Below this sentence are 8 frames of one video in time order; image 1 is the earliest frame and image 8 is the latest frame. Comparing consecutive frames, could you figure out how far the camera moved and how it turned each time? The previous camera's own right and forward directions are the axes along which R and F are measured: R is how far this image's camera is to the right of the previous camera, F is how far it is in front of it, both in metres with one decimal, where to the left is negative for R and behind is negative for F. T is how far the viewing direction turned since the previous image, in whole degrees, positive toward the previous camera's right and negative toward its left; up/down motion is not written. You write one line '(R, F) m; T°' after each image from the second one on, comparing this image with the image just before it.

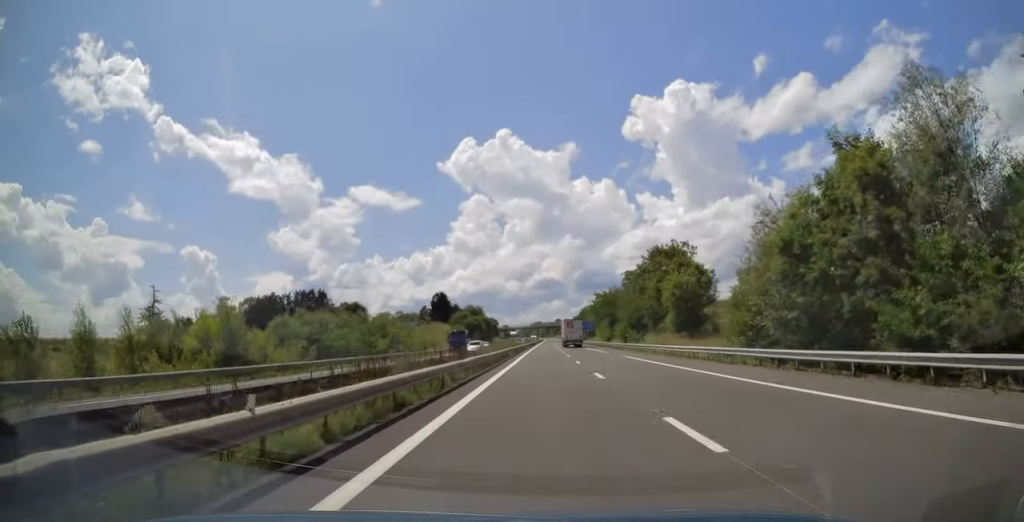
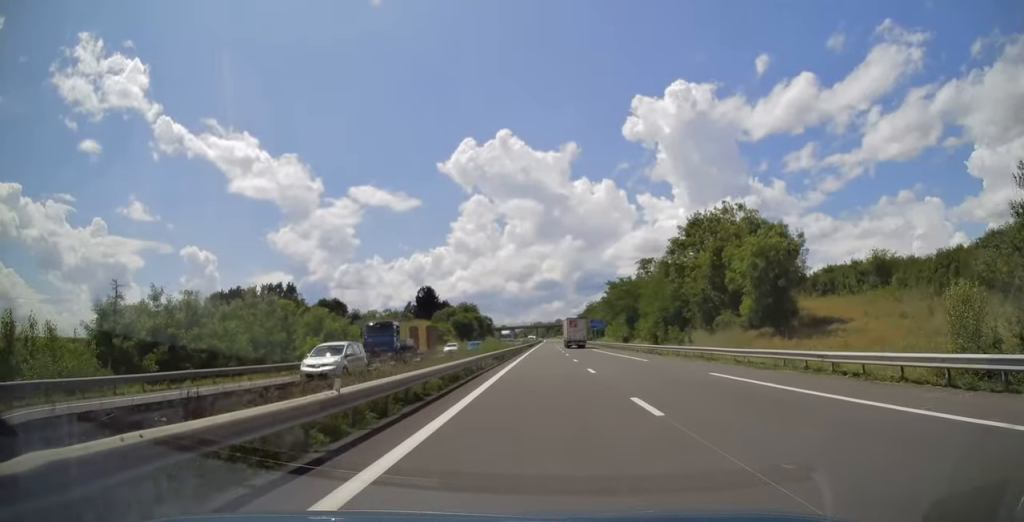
(+0.2, +22.7) m; 0°
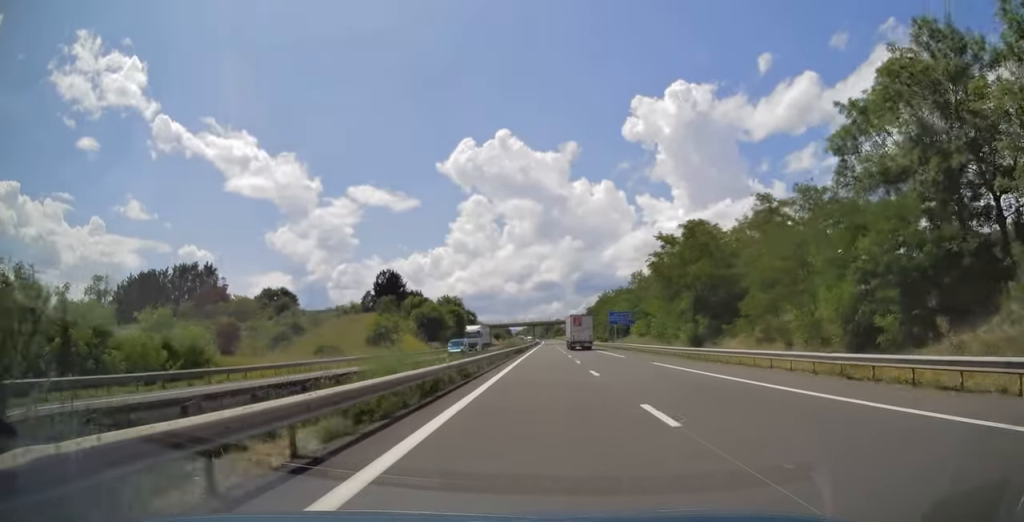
(-0.4, +40.3) m; 0°
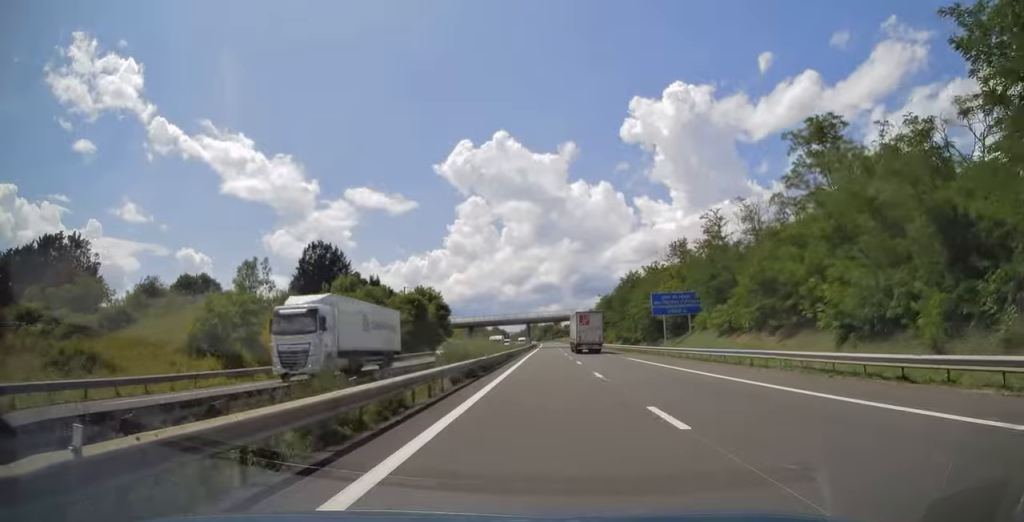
(+0.4, +39.2) m; 0°
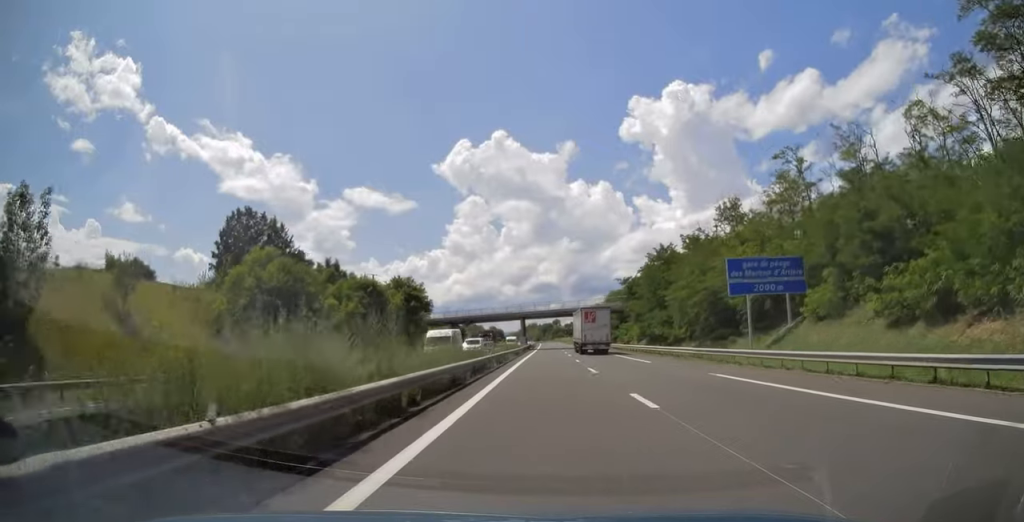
(0.0, +23.2) m; 0°
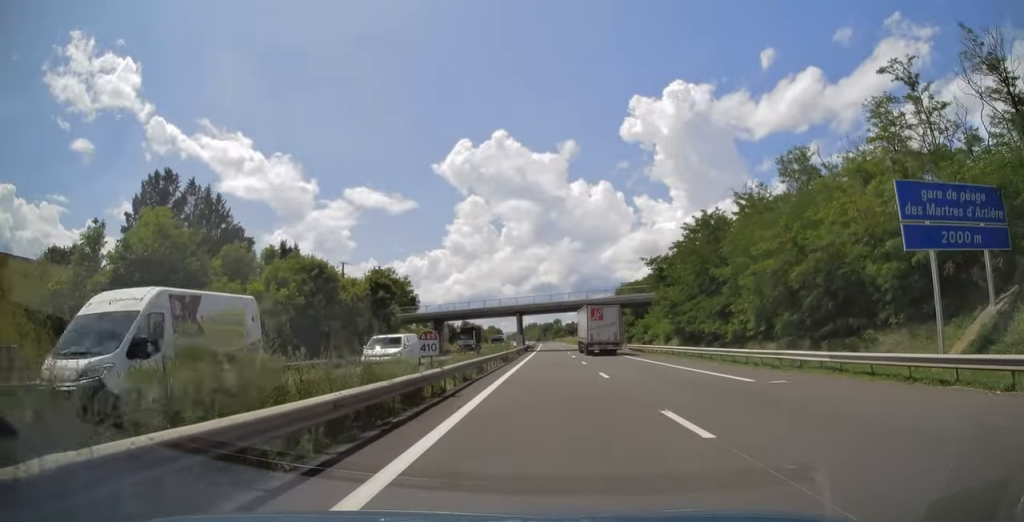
(-0.2, +16.6) m; 0°
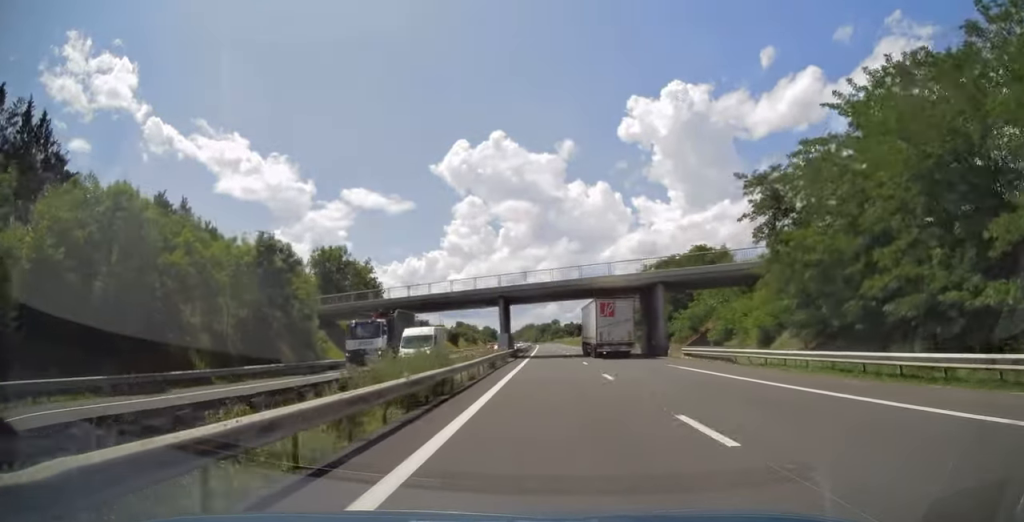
(+0.3, +26.7) m; 0°
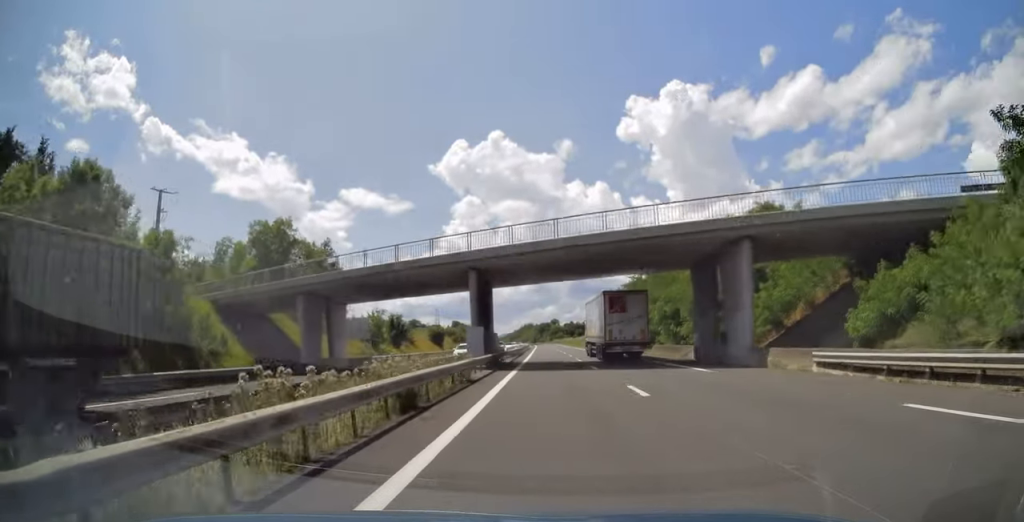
(0.0, +19.4) m; 0°
